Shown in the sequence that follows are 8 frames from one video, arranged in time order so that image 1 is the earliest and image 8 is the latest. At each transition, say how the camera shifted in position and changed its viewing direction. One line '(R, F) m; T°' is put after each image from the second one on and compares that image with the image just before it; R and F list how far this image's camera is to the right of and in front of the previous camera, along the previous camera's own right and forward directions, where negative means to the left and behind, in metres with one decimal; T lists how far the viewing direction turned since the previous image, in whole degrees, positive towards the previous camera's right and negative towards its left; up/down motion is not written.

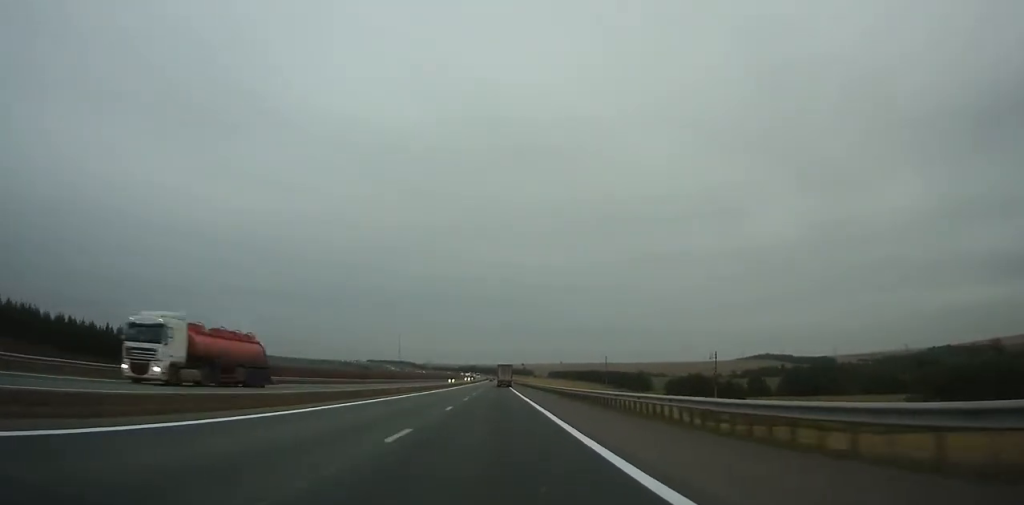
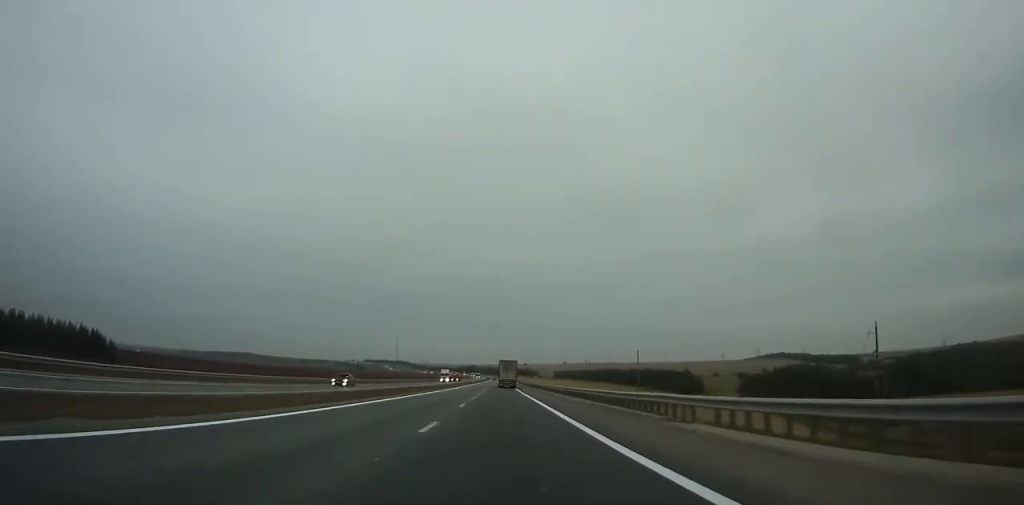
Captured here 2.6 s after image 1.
(-0.3, +83.1) m; 0°
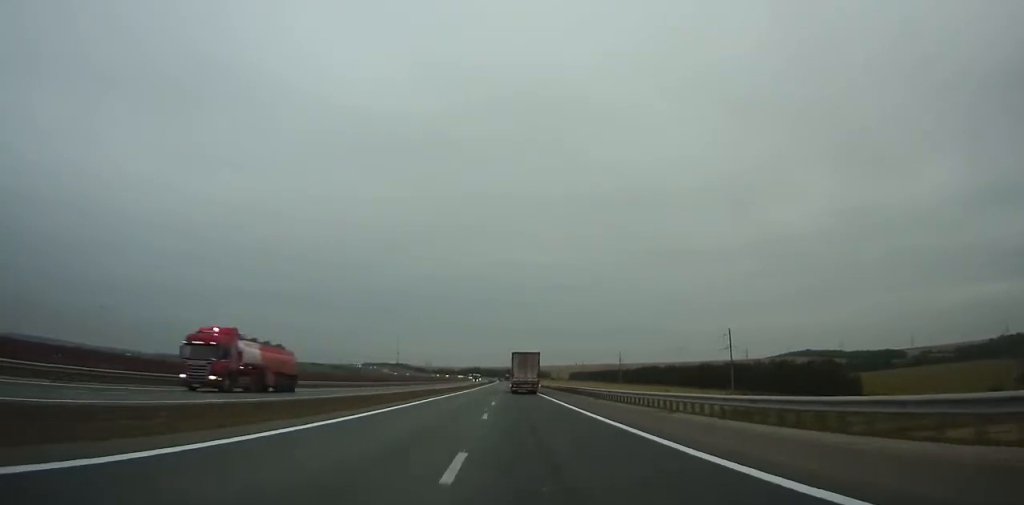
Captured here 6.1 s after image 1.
(-0.3, +113.4) m; 0°
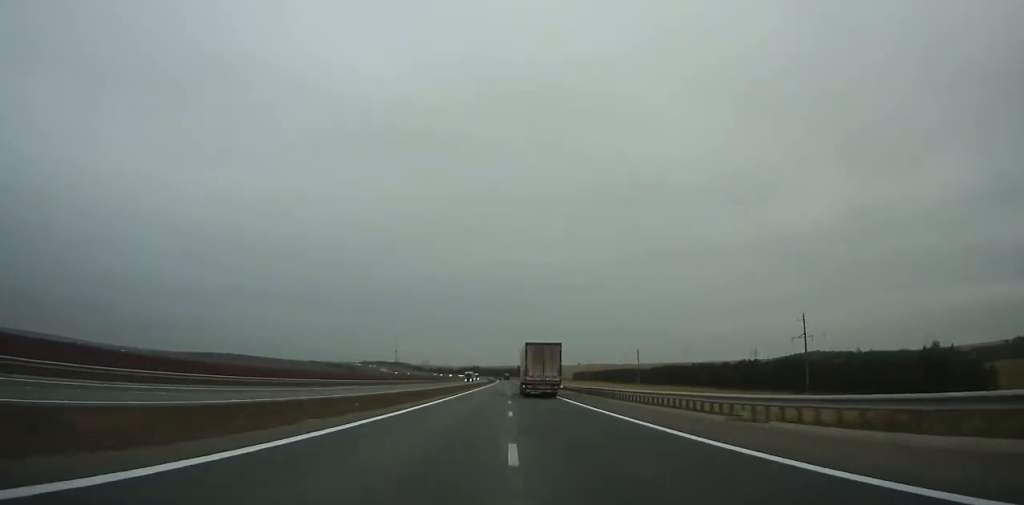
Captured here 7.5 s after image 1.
(-0.1, +46.4) m; 0°
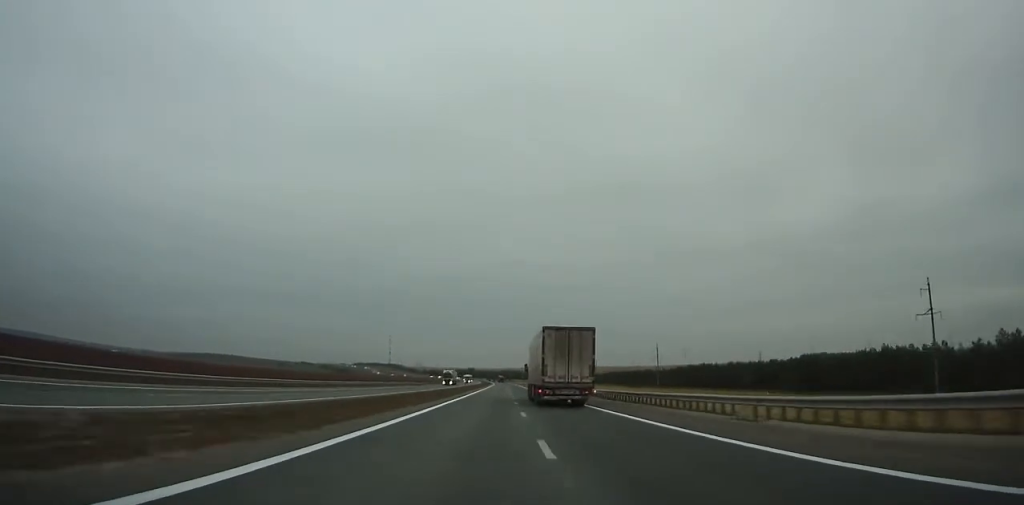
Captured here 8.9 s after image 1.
(-0.1, +46.4) m; 0°
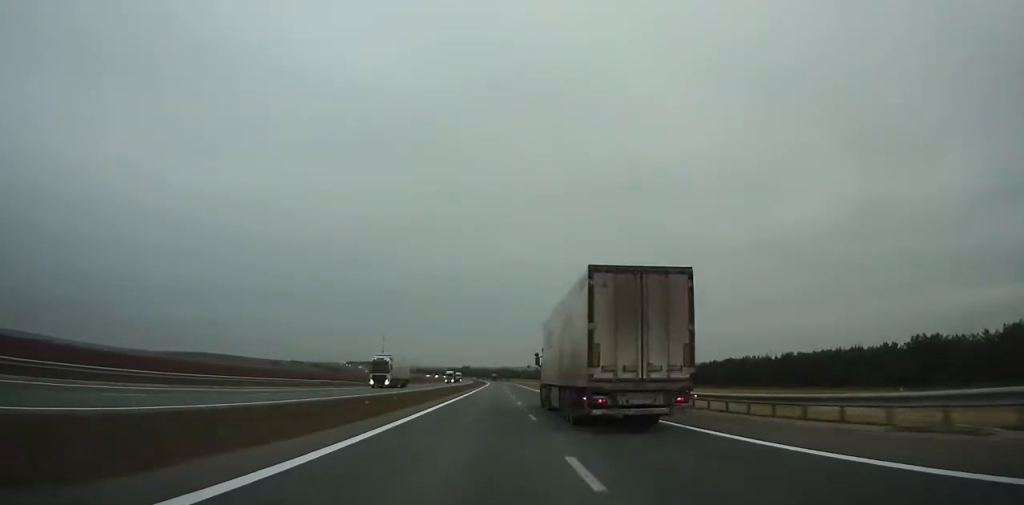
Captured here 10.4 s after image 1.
(+0.1, +50.6) m; 0°
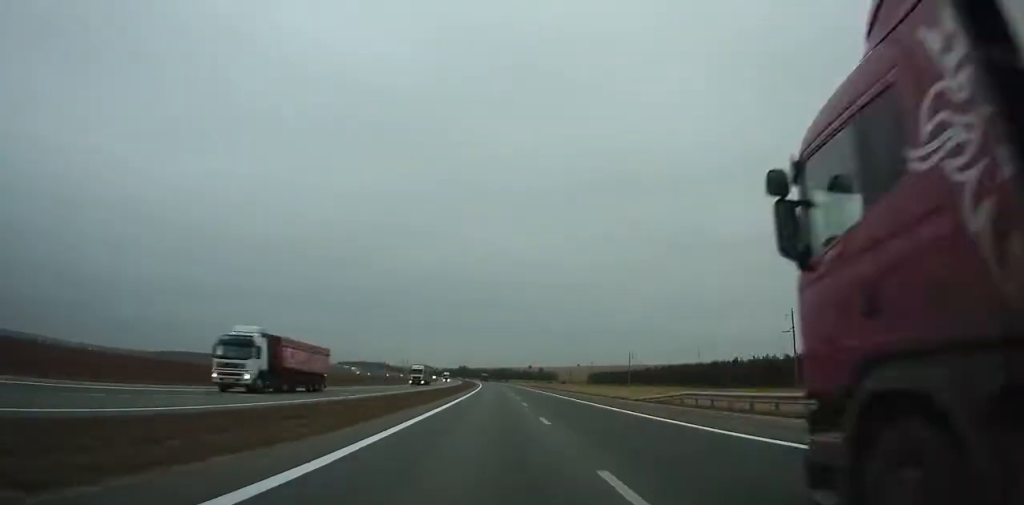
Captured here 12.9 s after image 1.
(+0.2, +84.9) m; 0°
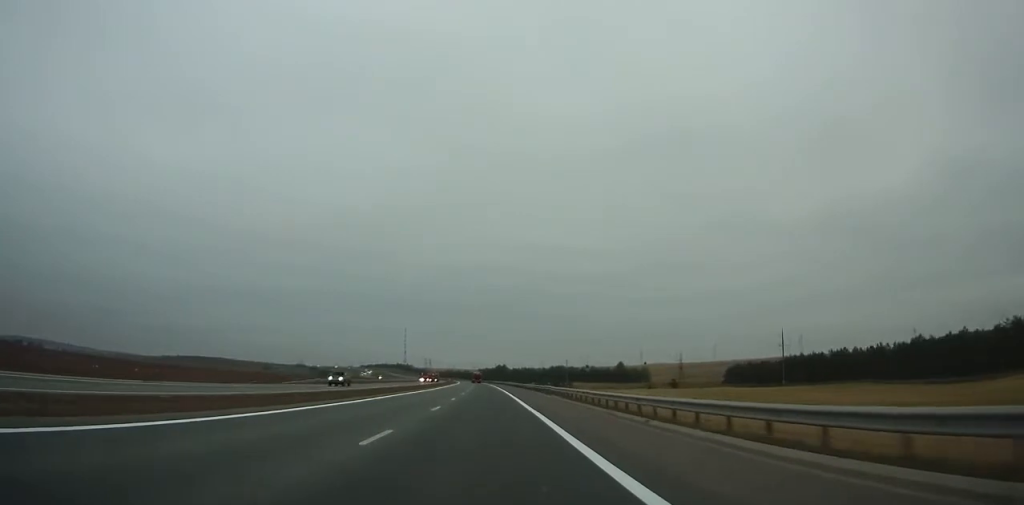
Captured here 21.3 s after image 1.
(-4.7, +282.1) m; -4°
